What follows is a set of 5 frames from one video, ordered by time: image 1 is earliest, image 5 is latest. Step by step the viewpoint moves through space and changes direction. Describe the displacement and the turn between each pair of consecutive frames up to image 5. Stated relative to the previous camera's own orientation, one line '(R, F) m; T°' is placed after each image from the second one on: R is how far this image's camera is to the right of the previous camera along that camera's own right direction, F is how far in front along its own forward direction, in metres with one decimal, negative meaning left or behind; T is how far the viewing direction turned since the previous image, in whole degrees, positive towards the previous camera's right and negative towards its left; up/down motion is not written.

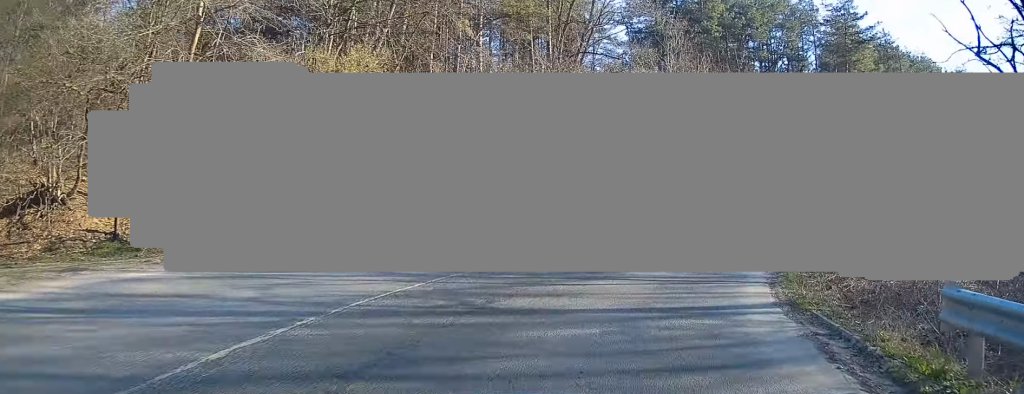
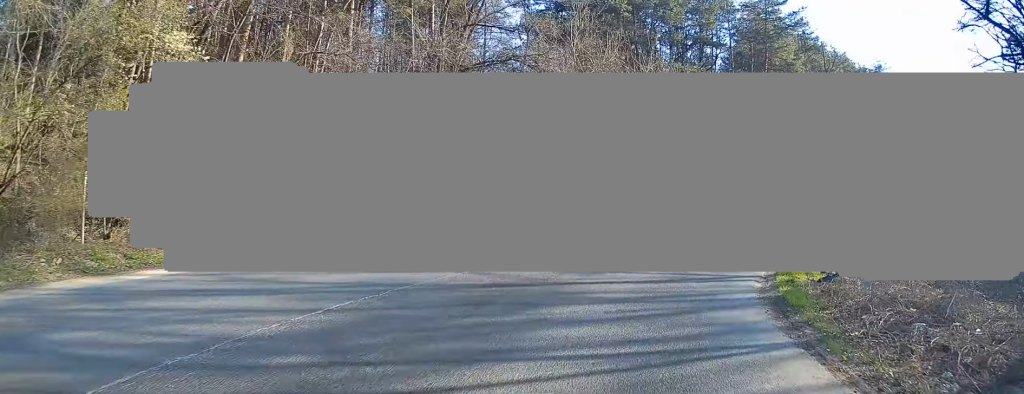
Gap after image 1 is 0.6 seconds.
(+0.1, +5.5) m; +11°
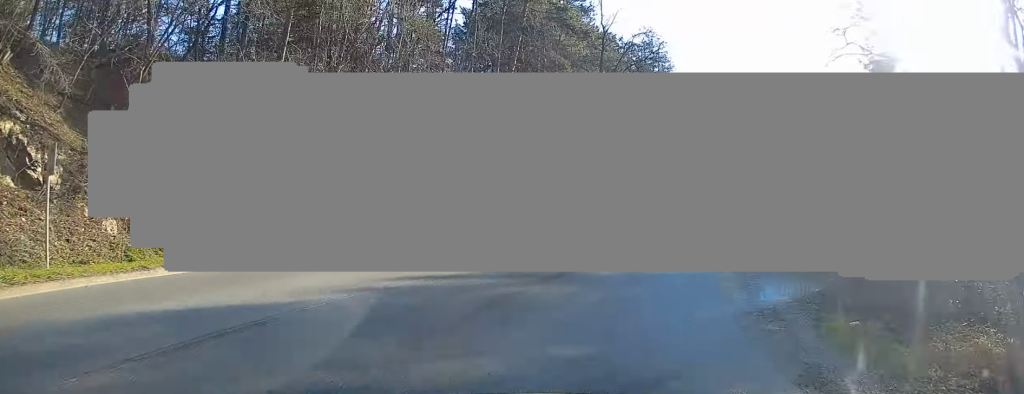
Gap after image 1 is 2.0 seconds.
(+3.4, +14.2) m; +21°
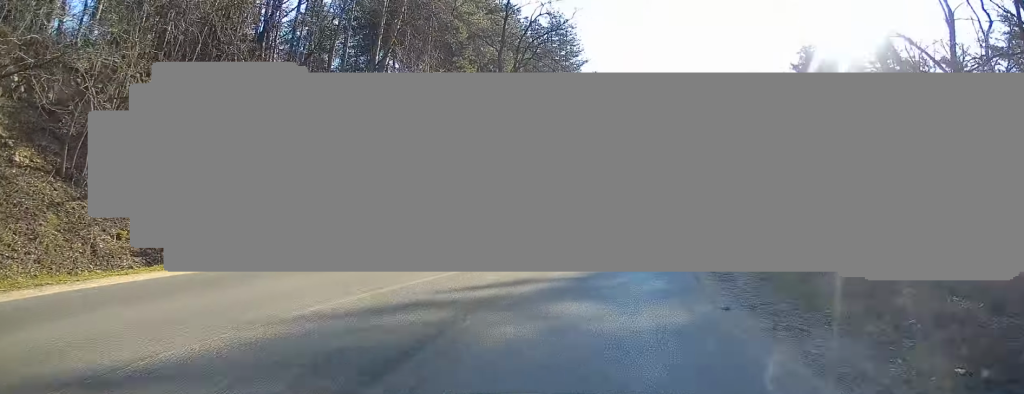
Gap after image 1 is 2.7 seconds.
(+0.1, +6.4) m; +6°
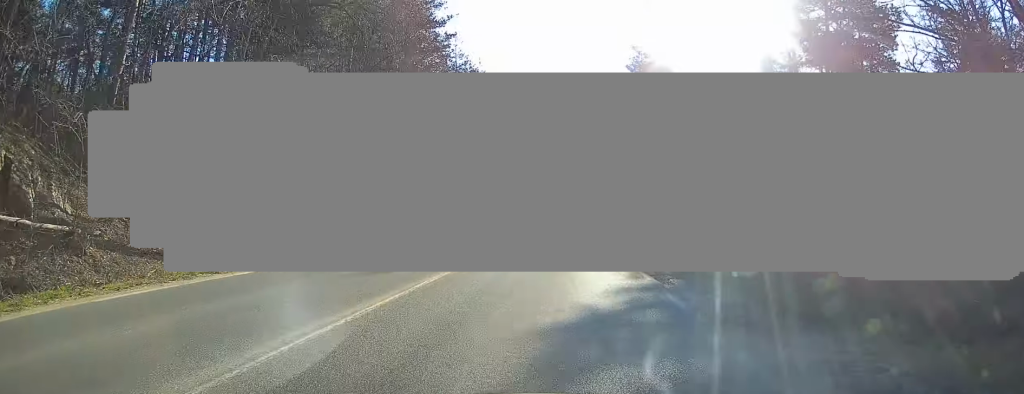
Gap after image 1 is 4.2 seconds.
(+2.6, +16.6) m; +13°
